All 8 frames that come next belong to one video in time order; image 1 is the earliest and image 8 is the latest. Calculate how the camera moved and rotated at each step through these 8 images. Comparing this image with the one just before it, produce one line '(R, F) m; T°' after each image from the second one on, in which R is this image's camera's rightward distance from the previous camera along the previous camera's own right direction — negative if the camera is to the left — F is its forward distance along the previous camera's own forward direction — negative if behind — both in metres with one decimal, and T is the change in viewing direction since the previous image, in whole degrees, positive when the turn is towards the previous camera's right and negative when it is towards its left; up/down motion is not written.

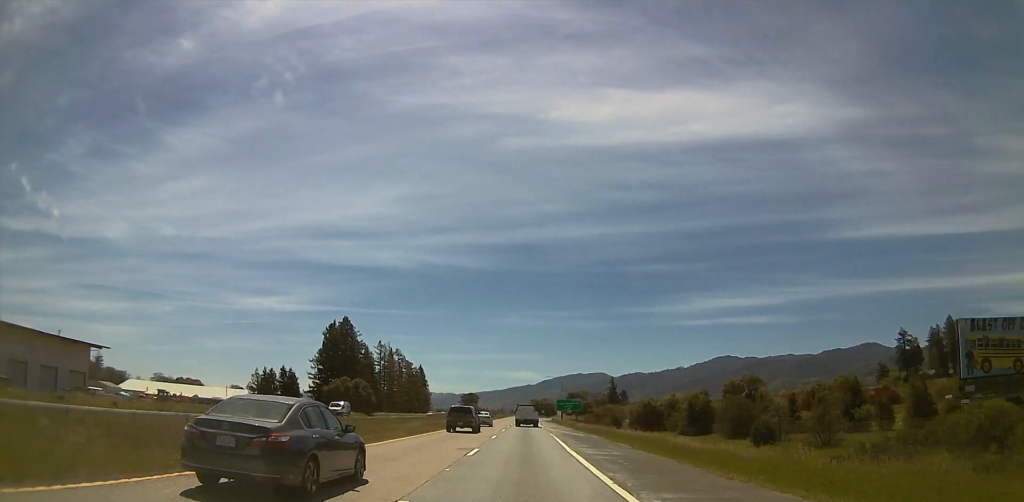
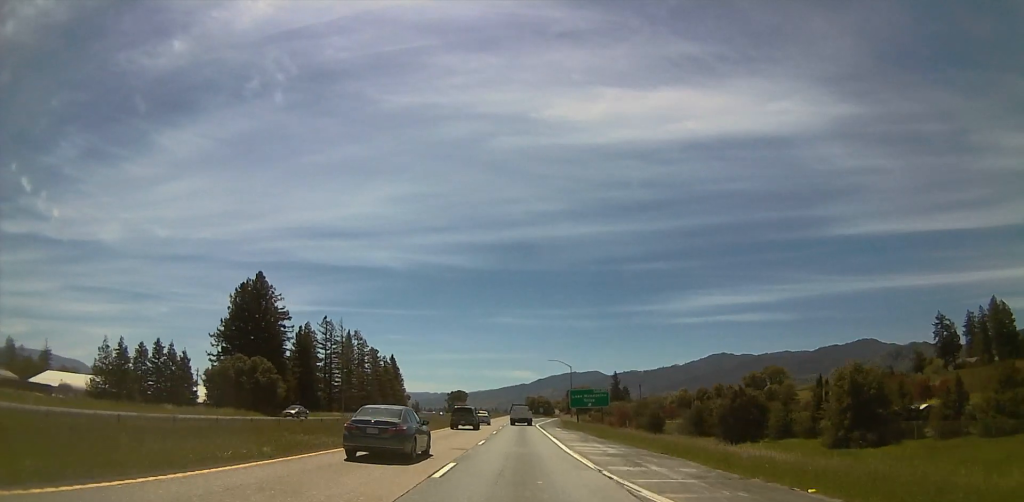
(-0.4, +47.6) m; -1°
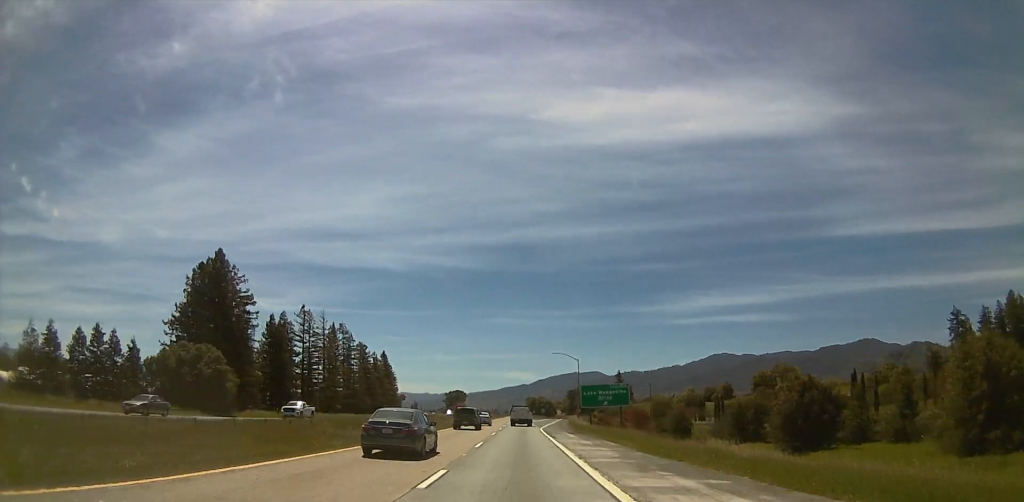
(0.0, +16.2) m; 0°
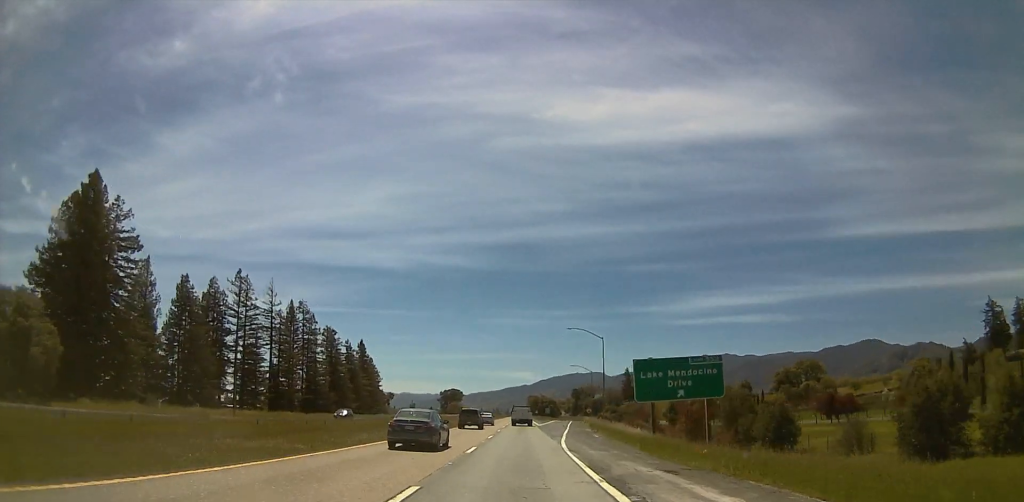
(+0.3, +33.7) m; 0°
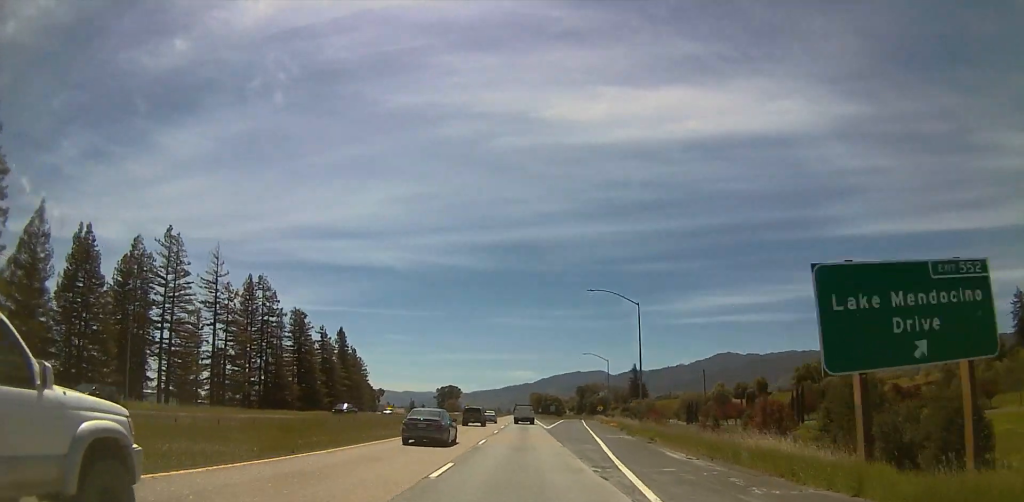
(-0.3, +24.0) m; -1°
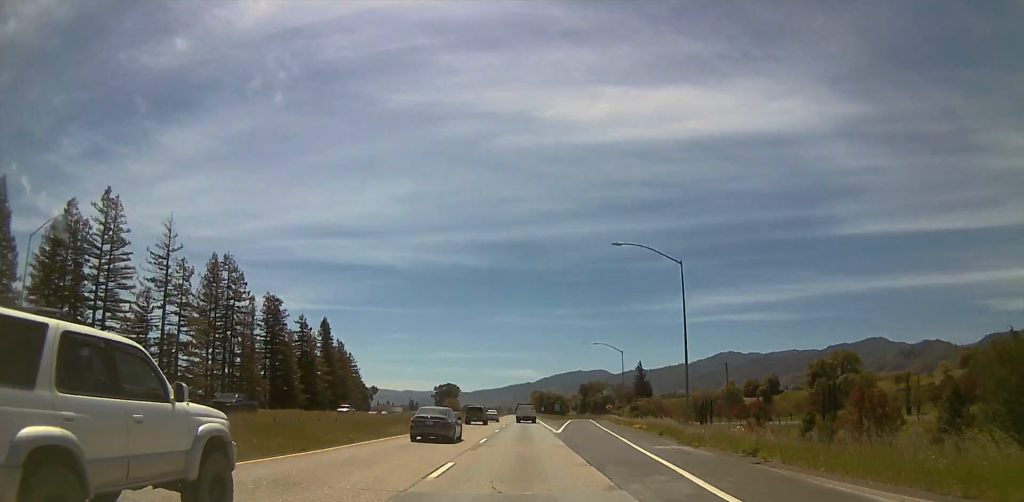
(-0.1, +15.4) m; 0°
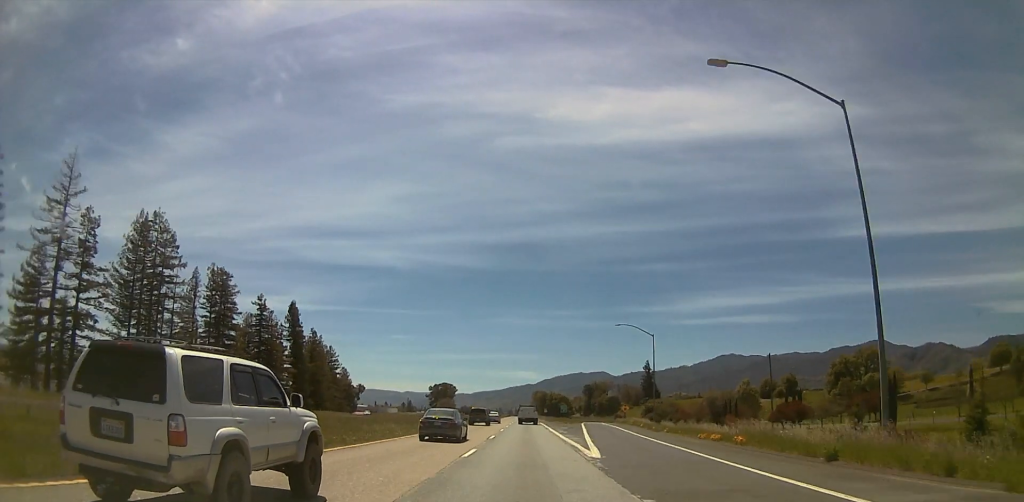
(0.0, +22.2) m; 0°
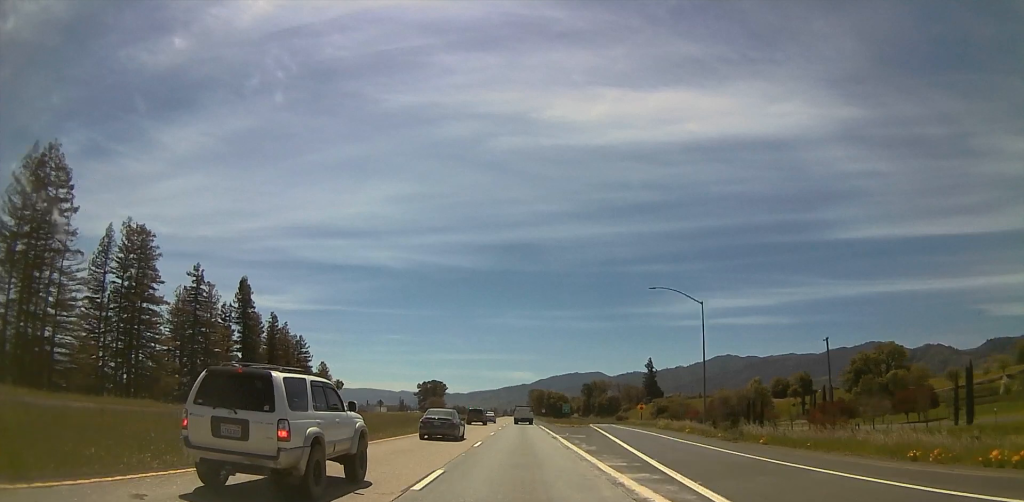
(0.0, +23.5) m; +1°
